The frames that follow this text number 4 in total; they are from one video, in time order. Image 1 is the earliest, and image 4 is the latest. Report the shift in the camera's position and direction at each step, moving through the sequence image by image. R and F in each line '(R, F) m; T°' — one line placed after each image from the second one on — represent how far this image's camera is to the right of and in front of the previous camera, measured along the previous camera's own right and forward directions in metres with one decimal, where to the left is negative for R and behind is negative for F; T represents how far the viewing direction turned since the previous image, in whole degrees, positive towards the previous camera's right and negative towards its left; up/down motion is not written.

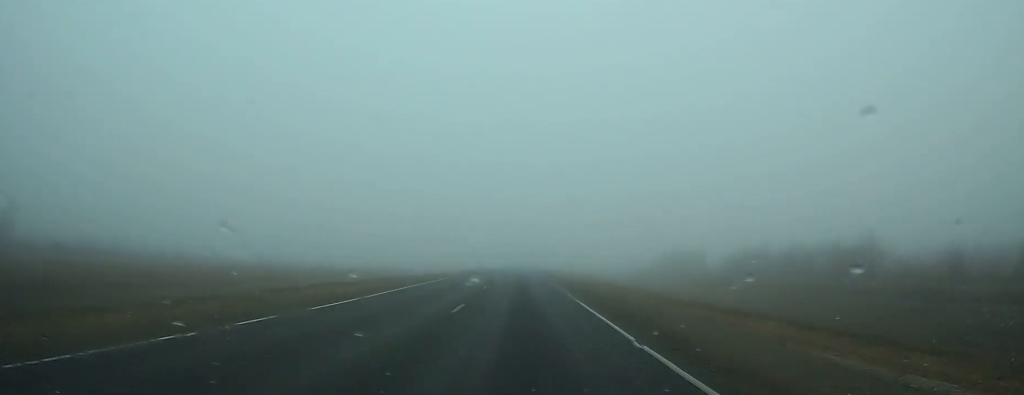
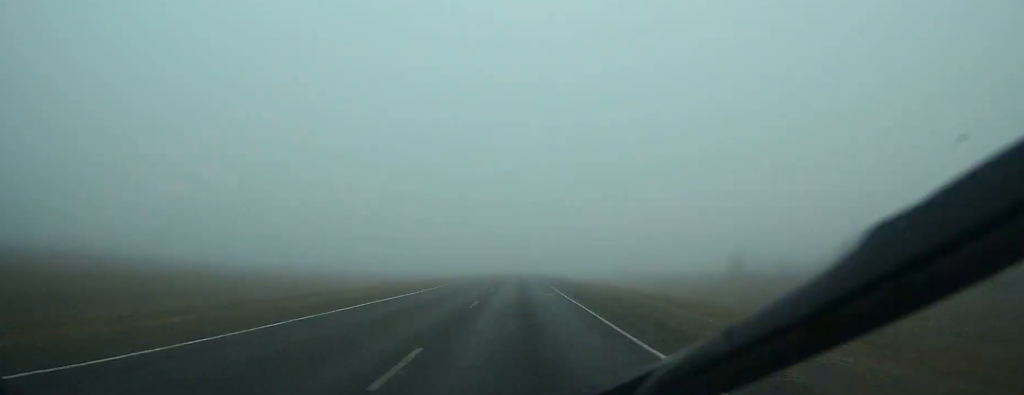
(0.0, +94.2) m; 0°
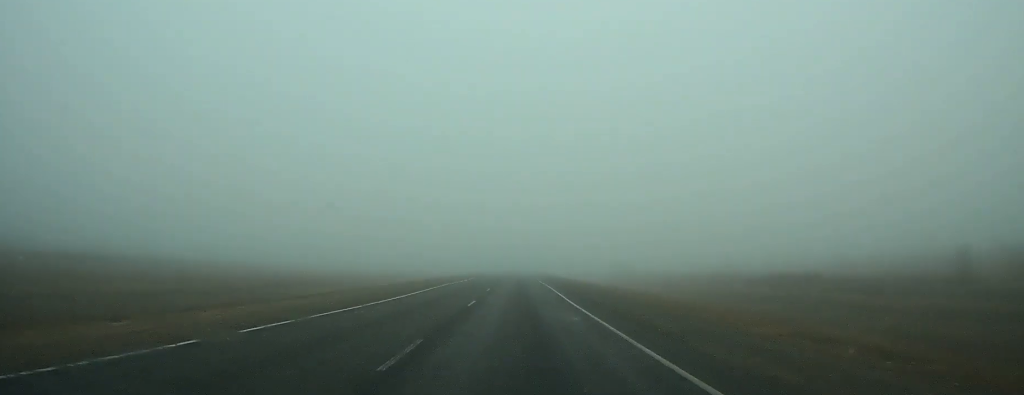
(-0.2, +94.2) m; -1°
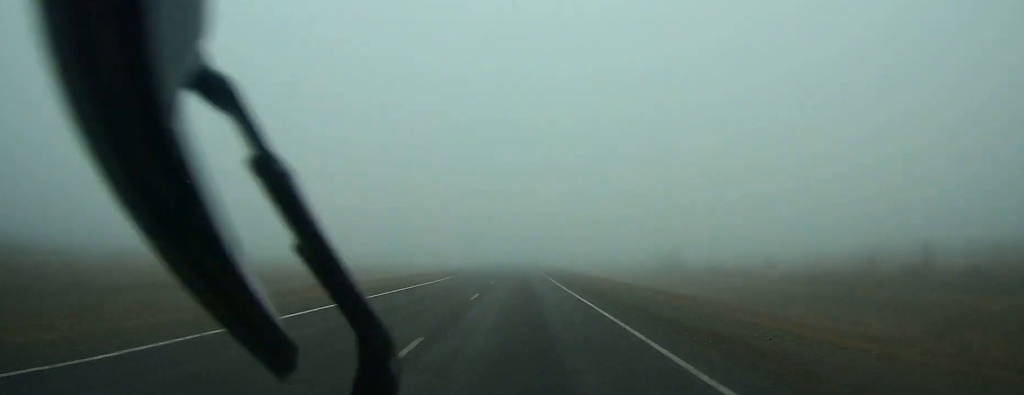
(-0.2, +47.6) m; 0°
